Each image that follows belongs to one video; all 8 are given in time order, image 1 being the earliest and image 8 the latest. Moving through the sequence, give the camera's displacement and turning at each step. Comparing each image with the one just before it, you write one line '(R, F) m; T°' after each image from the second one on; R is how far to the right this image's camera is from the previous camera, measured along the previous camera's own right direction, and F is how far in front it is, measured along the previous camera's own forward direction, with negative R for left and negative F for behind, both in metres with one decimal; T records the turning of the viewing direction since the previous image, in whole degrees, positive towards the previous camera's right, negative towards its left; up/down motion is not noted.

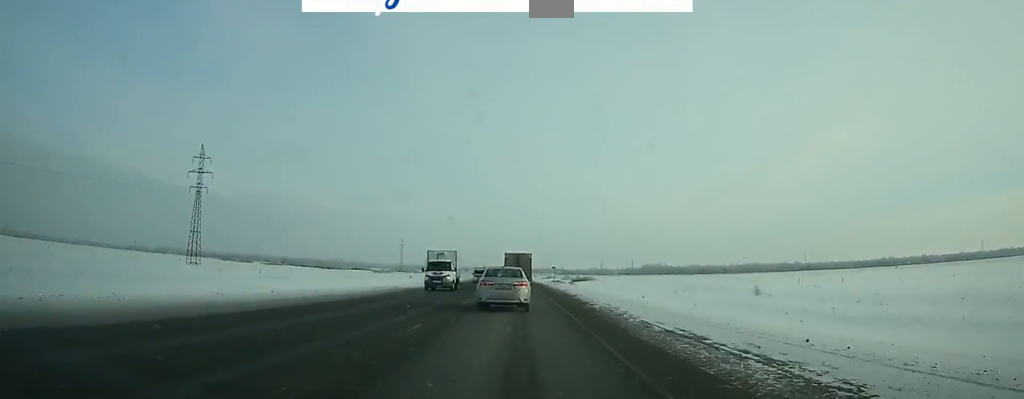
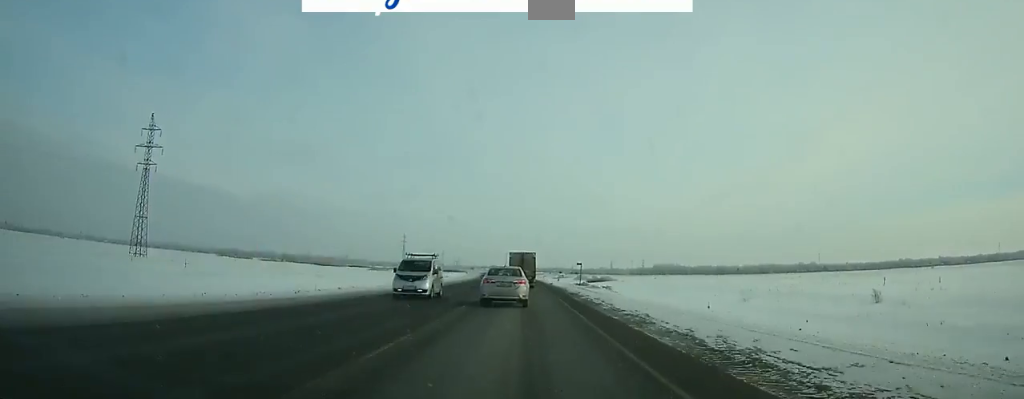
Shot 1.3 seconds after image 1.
(-0.2, +27.4) m; 0°
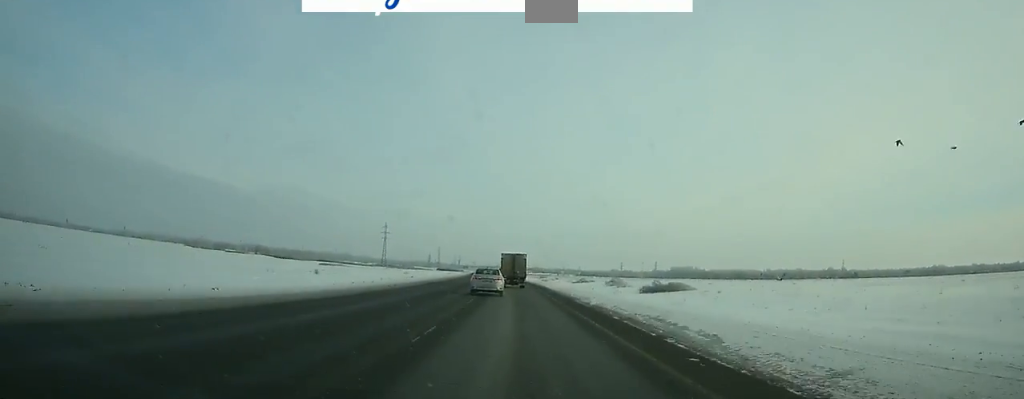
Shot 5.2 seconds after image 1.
(-0.8, +83.4) m; -2°
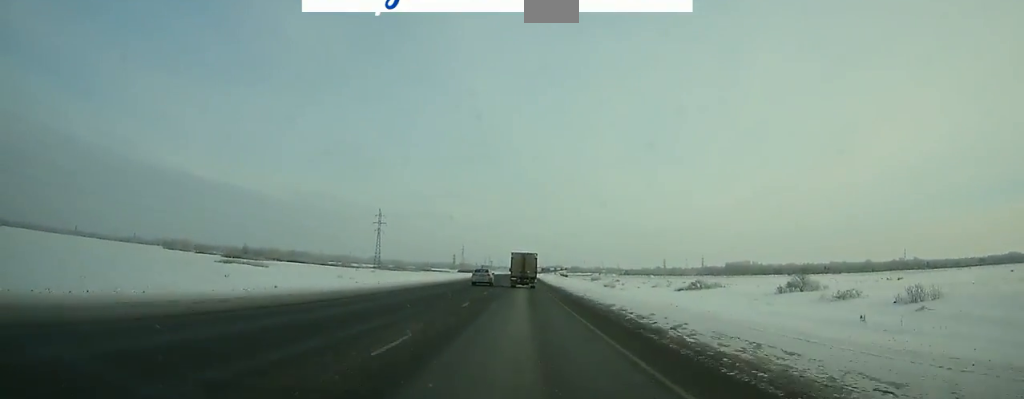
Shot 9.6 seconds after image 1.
(-1.9, +97.7) m; -2°
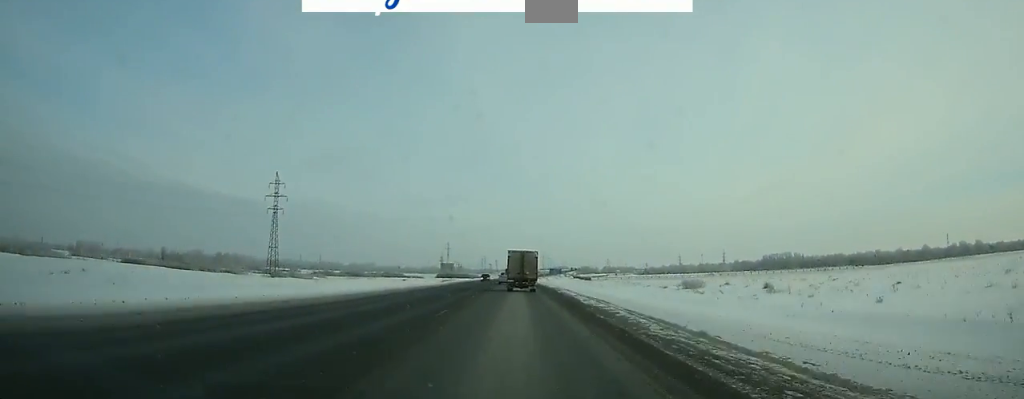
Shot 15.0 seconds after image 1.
(-0.1, +123.4) m; 0°
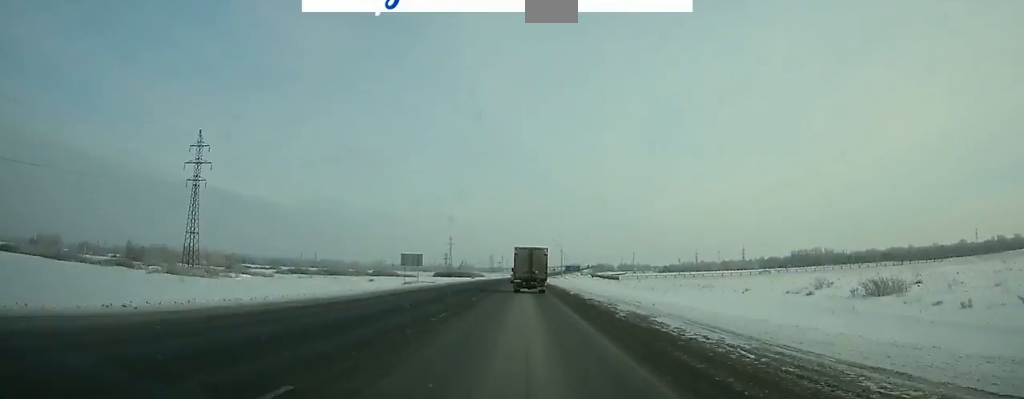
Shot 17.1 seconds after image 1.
(-0.4, +48.1) m; 0°
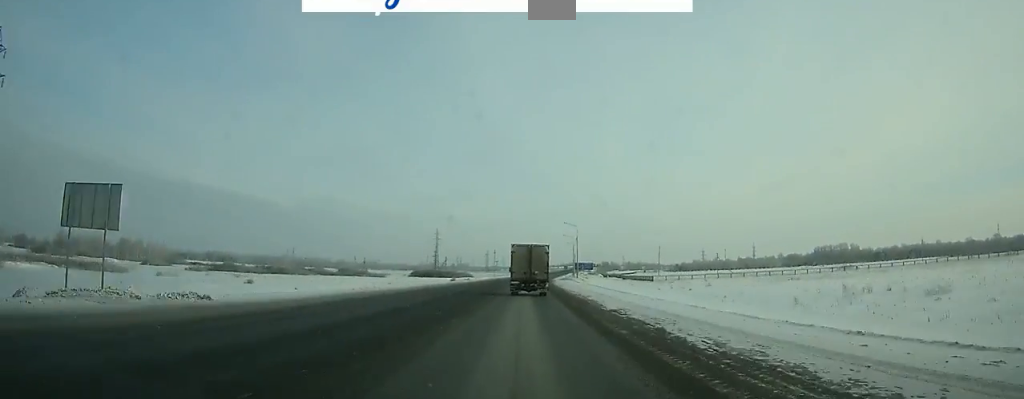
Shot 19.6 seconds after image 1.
(+0.2, +56.8) m; +1°
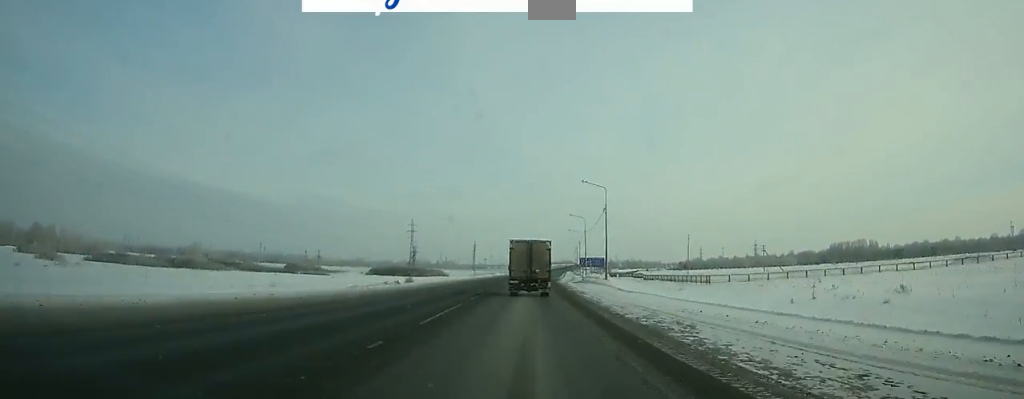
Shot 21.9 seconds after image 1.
(+0.4, +51.9) m; +1°
